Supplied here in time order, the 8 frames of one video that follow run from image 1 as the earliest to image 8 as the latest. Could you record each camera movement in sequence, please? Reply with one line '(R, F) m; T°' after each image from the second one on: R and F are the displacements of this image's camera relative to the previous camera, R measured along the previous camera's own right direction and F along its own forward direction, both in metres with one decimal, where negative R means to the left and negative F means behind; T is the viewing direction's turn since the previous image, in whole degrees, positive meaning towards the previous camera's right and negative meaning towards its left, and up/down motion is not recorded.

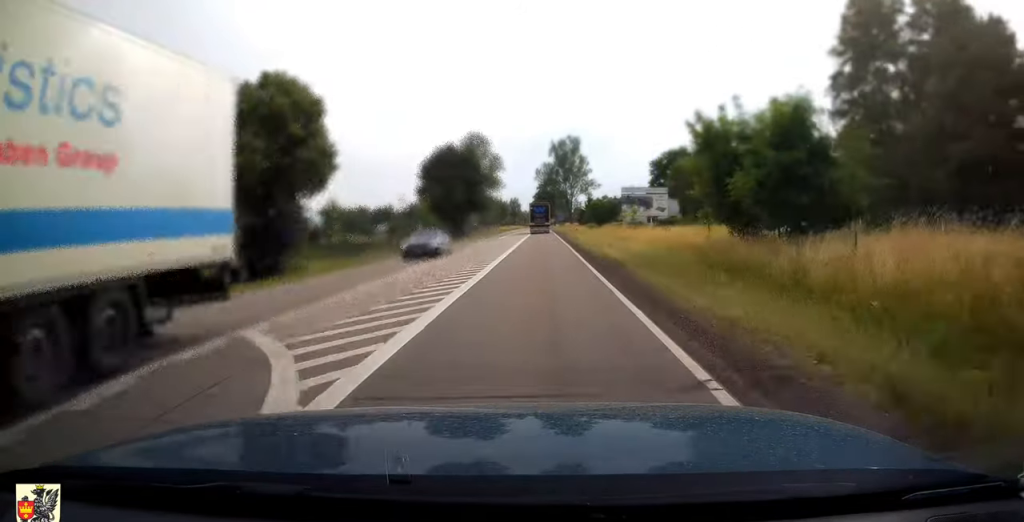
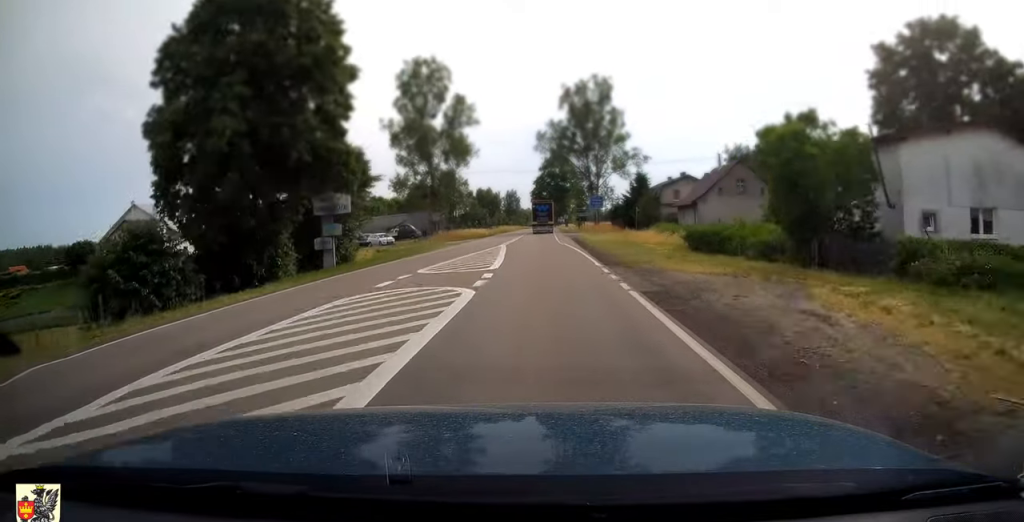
(+0.3, +68.9) m; 0°
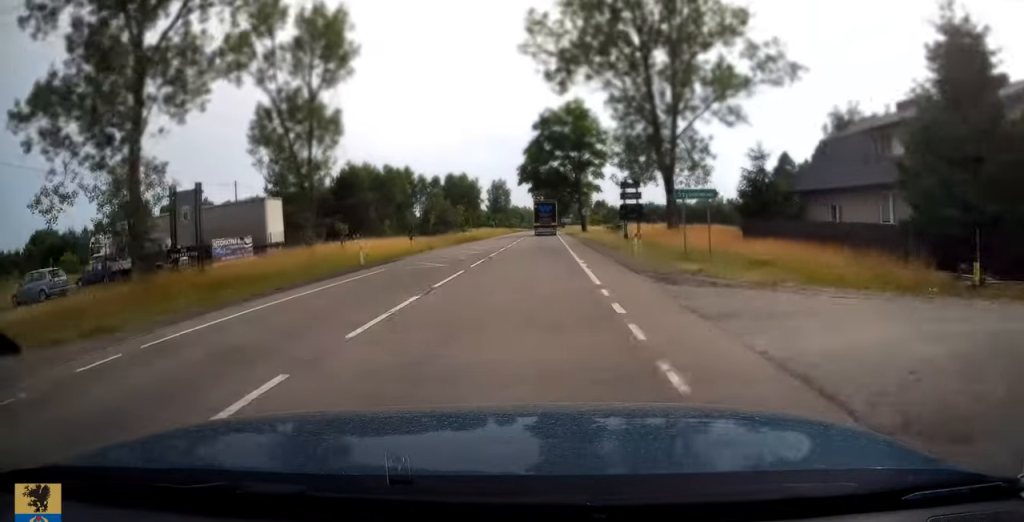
(-0.2, +59.2) m; 0°
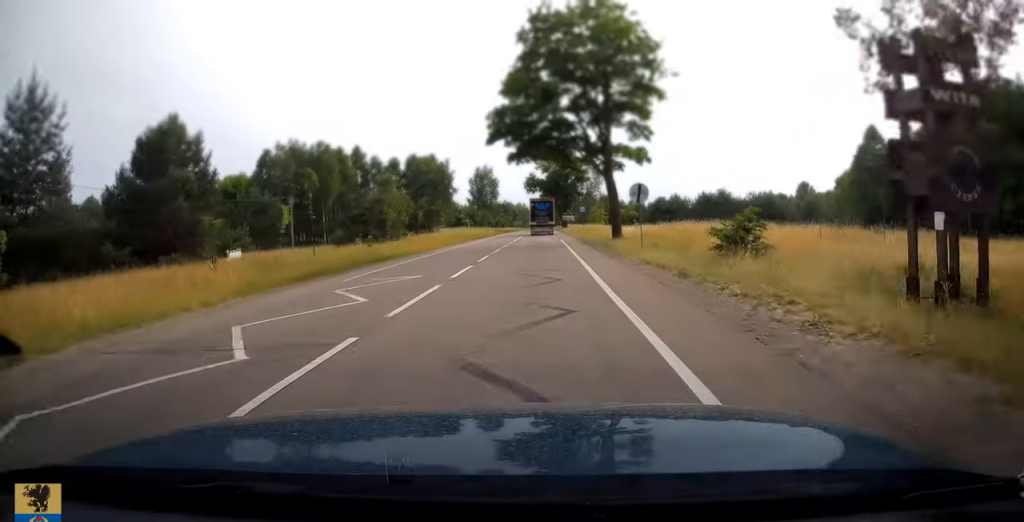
(+0.2, +35.0) m; 0°
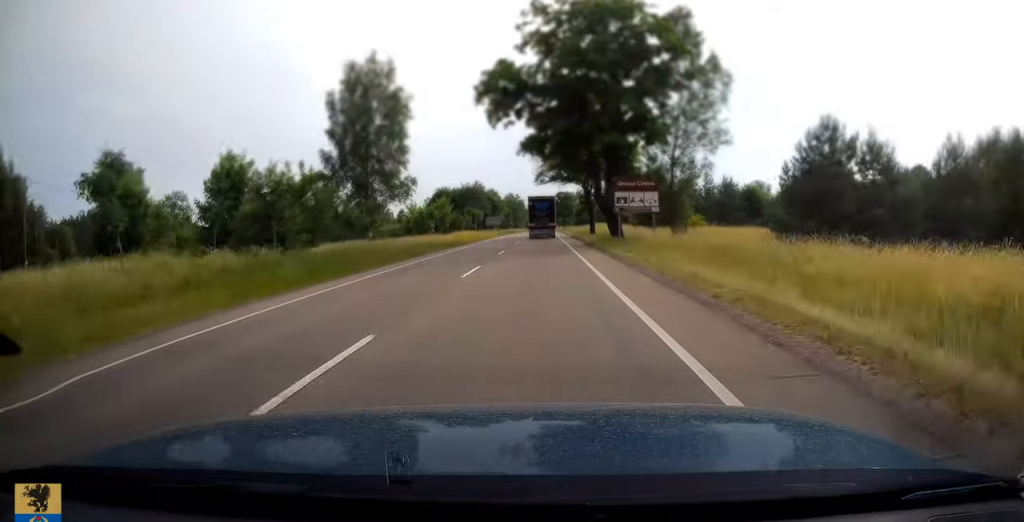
(+0.2, +91.5) m; 0°
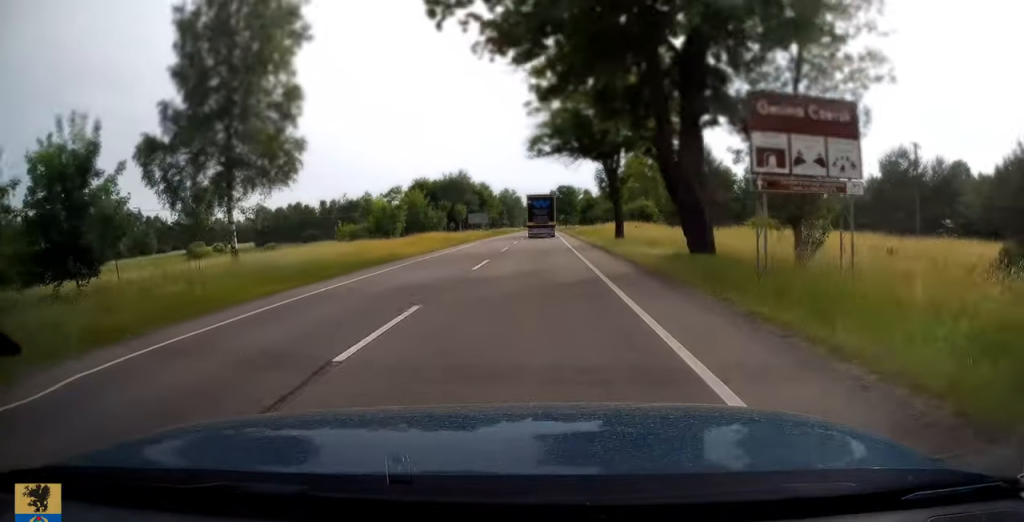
(-0.1, +21.8) m; 0°
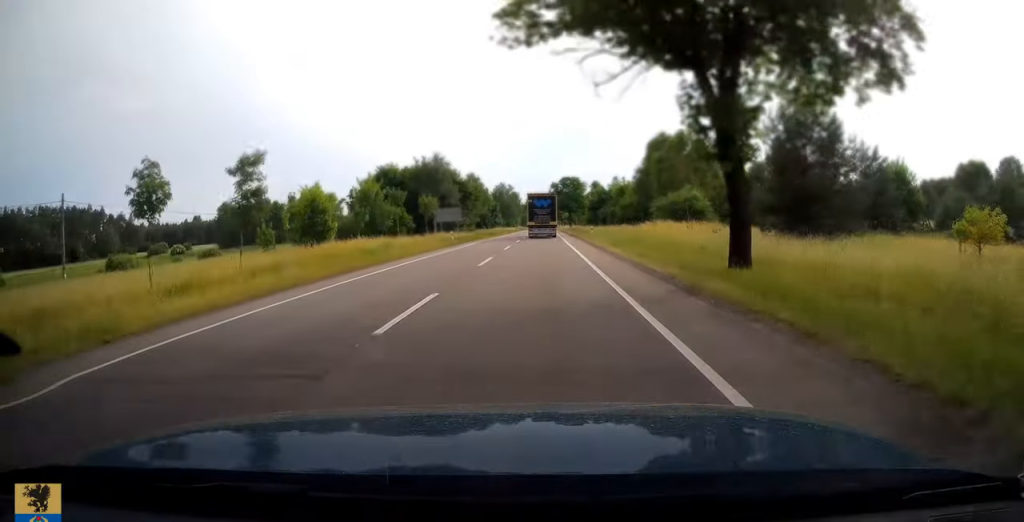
(+0.1, +22.9) m; 0°
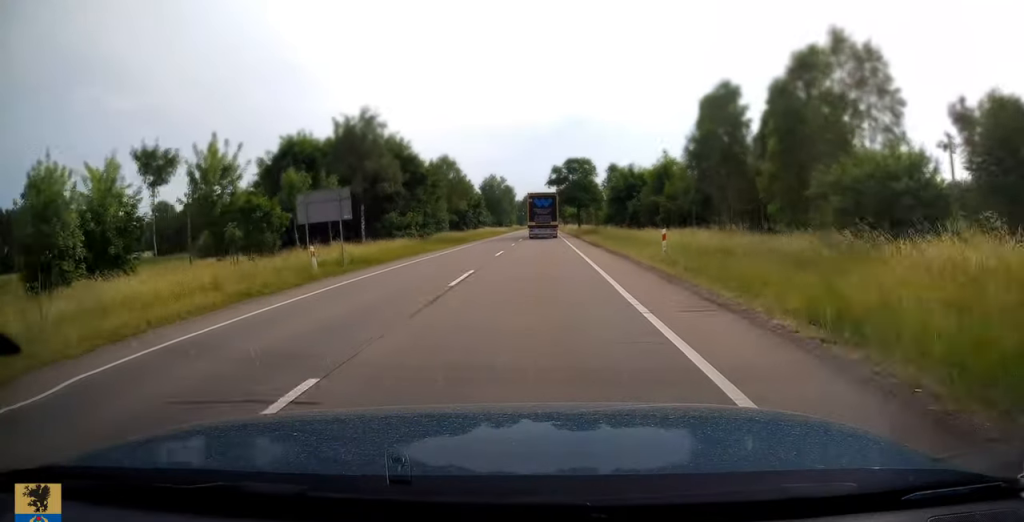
(0.0, +30.9) m; 0°
